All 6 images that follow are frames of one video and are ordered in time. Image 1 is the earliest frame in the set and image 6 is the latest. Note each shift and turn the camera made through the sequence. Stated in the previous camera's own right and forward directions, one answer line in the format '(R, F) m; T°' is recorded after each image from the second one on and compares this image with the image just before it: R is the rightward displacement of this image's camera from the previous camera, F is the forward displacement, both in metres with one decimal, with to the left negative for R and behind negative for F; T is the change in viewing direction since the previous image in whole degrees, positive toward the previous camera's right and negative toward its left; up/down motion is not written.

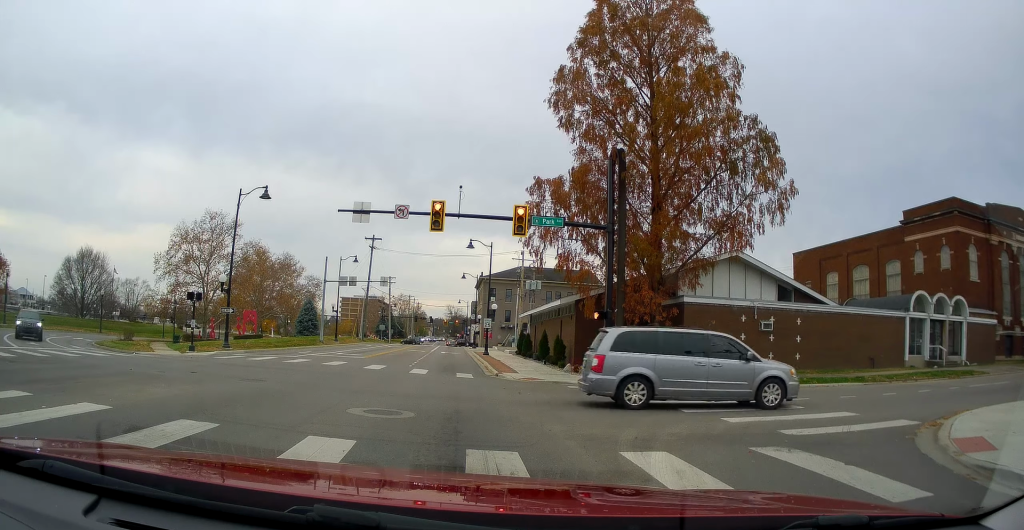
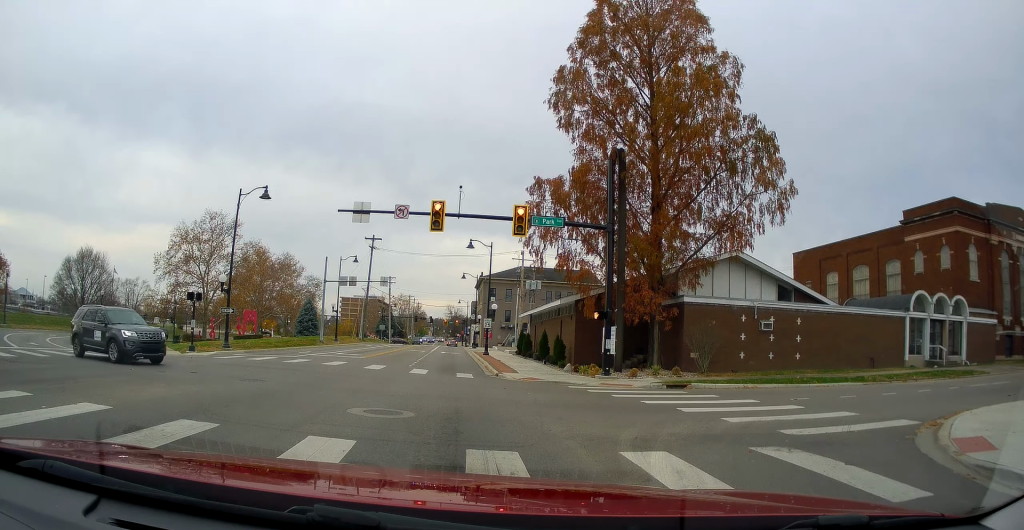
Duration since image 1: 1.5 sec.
(0.0, 0.0) m; 0°
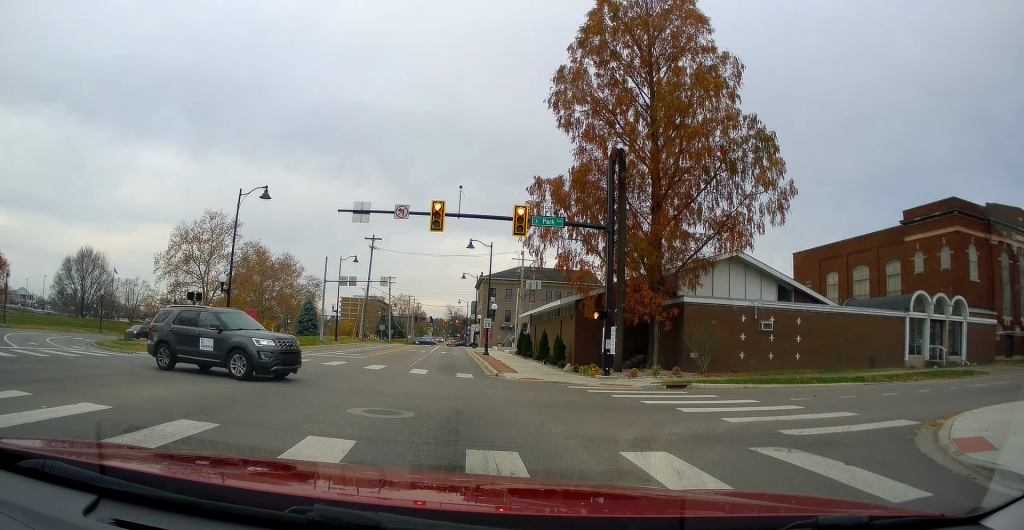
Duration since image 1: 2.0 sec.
(-0.1, +0.3) m; 0°
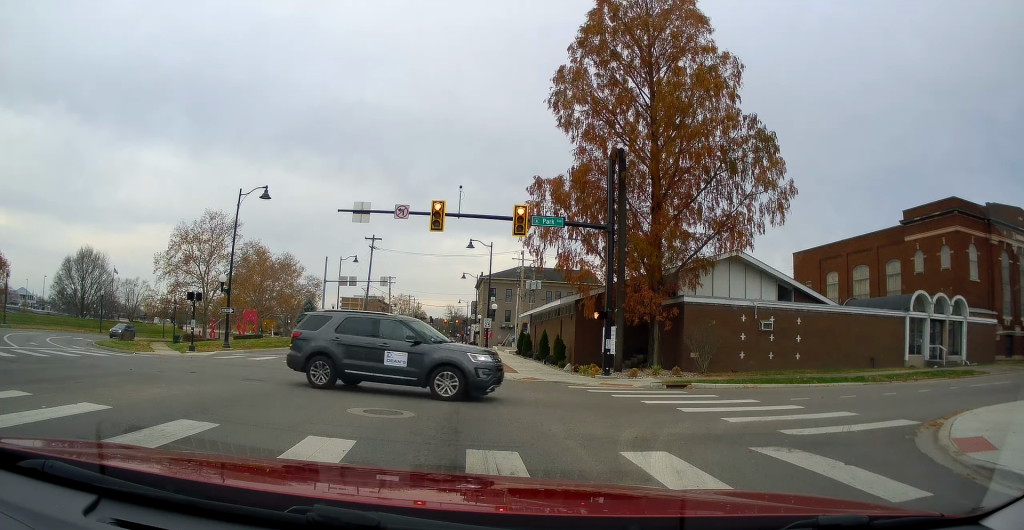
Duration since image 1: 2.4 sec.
(-0.1, +0.2) m; 0°
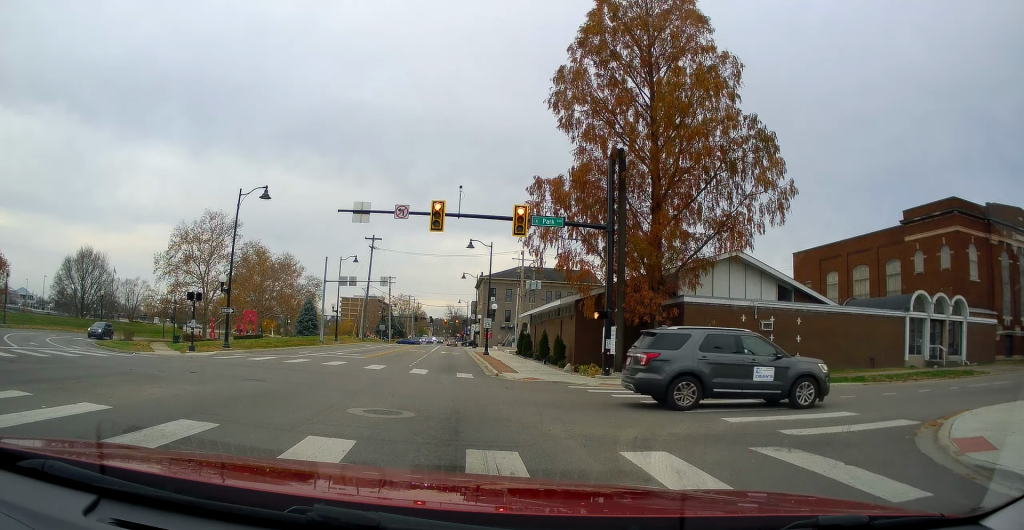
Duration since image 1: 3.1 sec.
(-0.1, +0.3) m; 0°
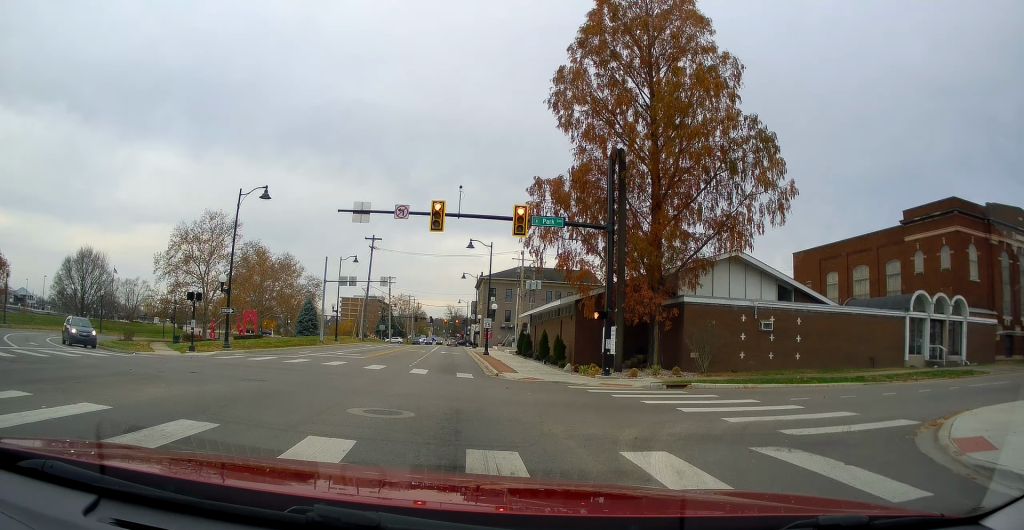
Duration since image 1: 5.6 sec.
(0.0, 0.0) m; 0°
